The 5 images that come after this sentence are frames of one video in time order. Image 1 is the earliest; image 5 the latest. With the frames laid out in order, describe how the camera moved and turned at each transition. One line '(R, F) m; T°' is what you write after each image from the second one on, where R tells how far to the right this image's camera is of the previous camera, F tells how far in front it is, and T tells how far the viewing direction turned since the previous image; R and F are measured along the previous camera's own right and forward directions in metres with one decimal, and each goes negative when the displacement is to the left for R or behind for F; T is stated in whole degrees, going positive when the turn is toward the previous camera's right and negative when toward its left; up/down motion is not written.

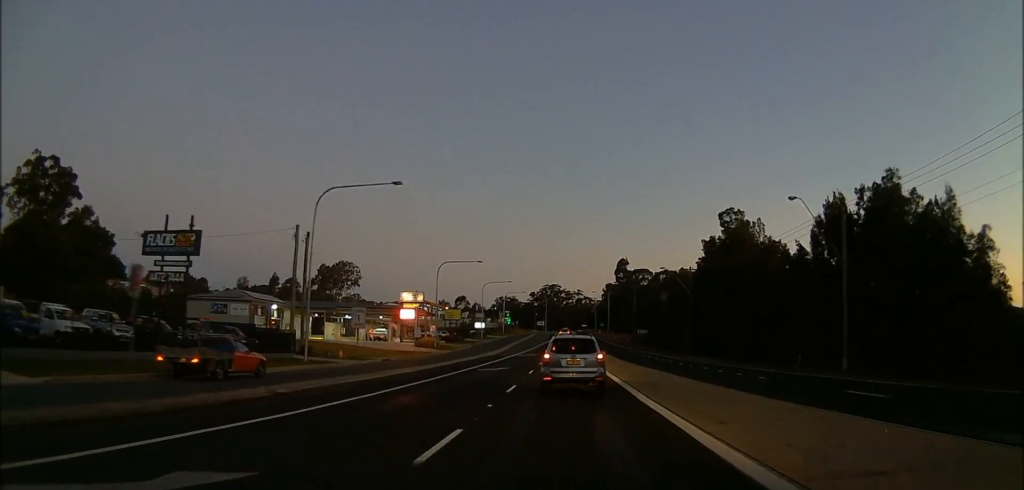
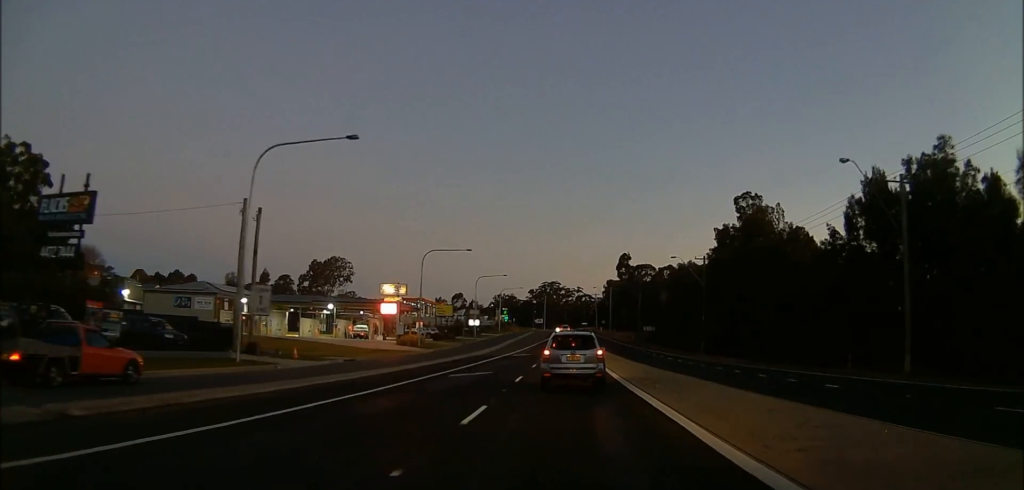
(-0.4, +8.1) m; -2°
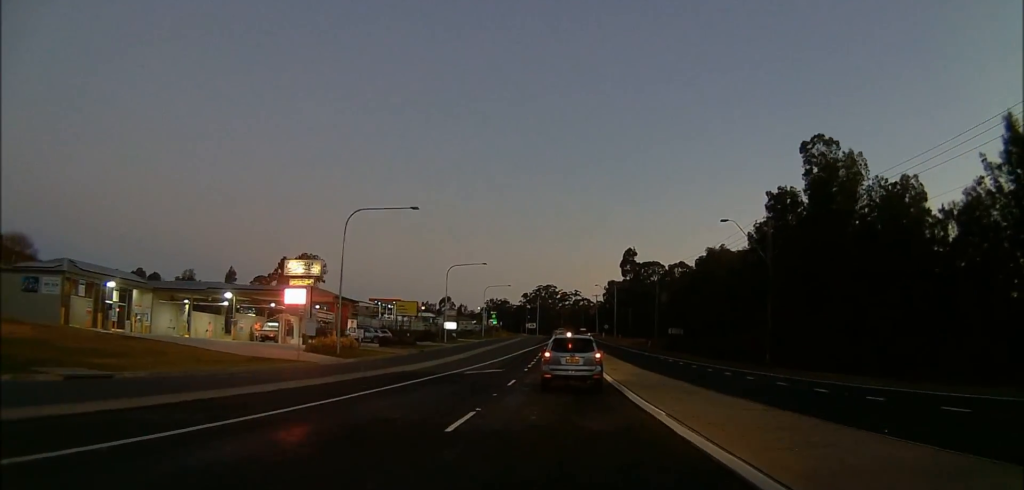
(-0.5, +24.1) m; -1°
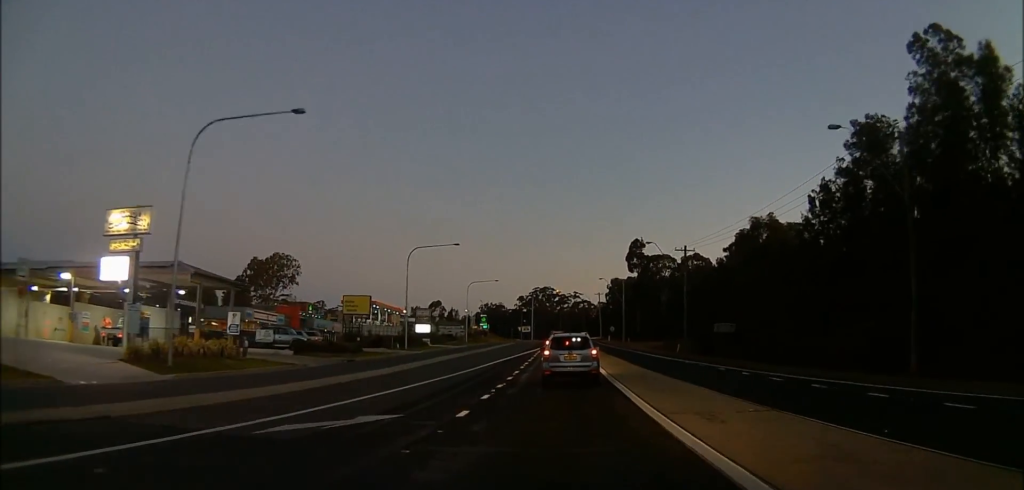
(+0.4, +20.8) m; +2°
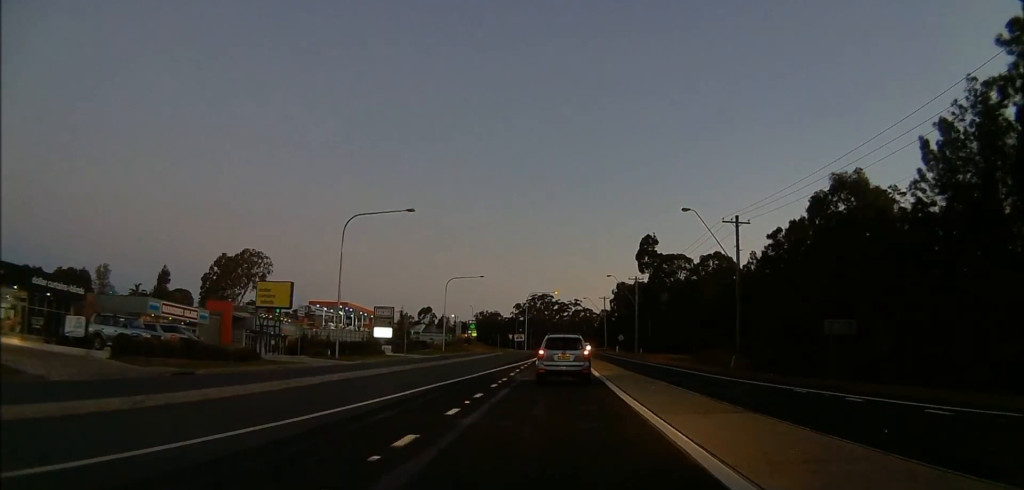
(+0.4, +20.0) m; 0°
